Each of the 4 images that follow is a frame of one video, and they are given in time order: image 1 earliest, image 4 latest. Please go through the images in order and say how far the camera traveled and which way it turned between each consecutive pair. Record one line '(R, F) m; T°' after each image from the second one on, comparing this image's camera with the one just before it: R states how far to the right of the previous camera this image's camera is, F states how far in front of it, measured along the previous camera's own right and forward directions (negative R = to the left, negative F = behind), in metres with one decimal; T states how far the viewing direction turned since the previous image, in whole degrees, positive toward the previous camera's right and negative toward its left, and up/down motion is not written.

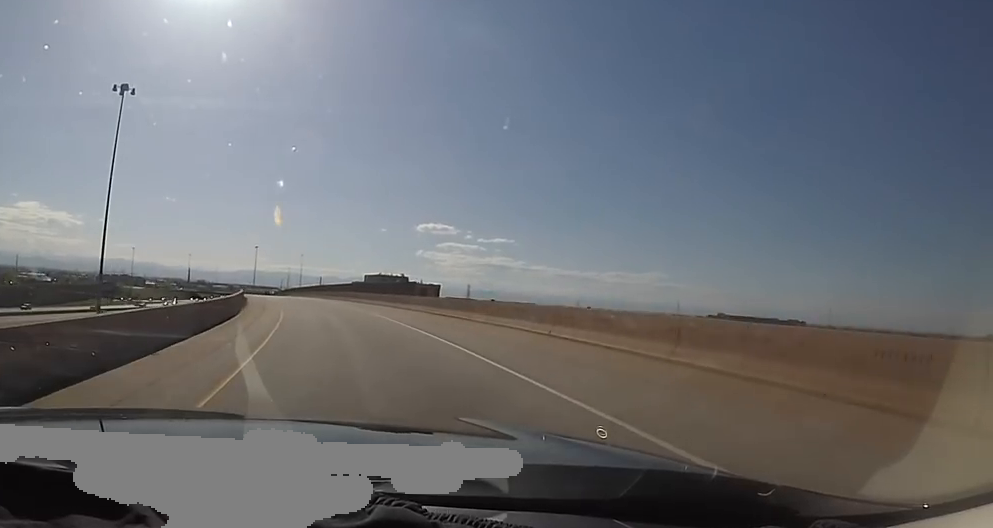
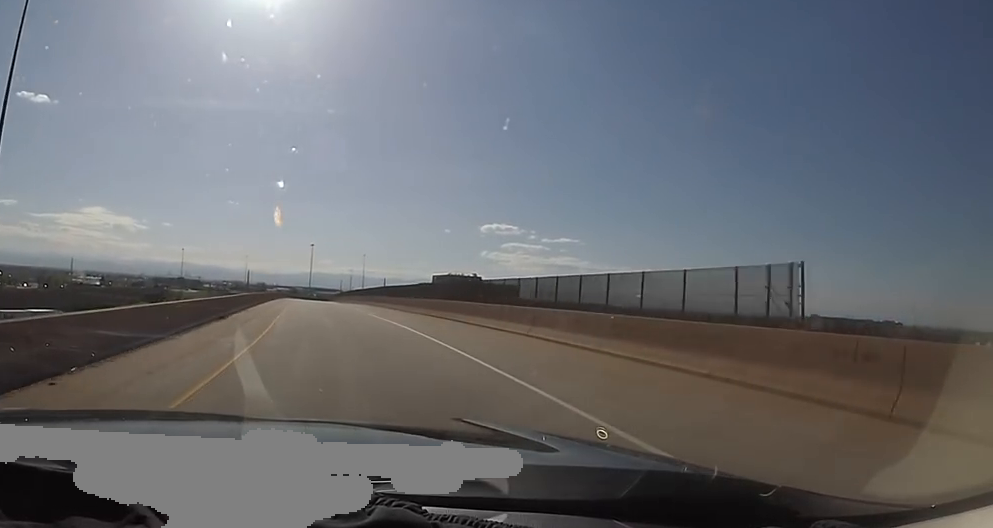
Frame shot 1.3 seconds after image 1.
(-1.5, +28.8) m; -9°
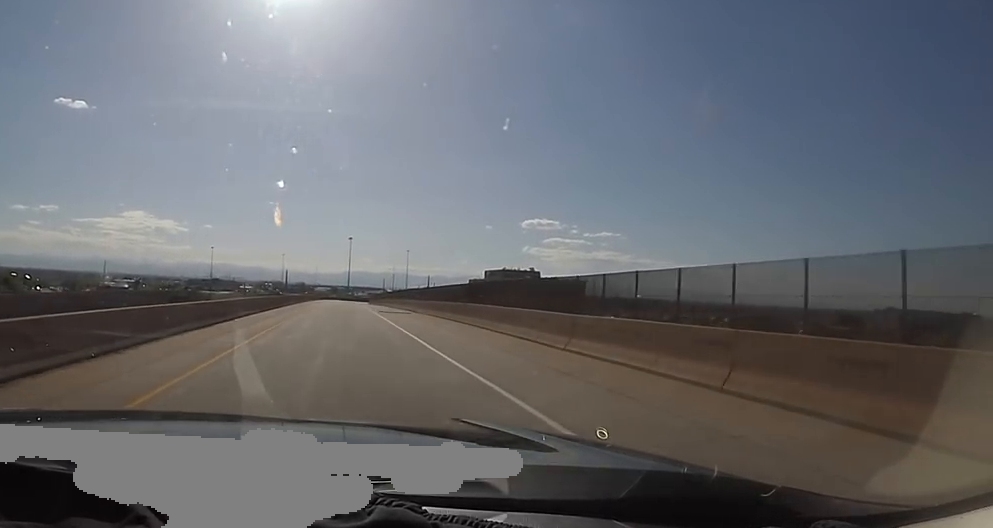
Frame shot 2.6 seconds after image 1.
(-1.6, +27.3) m; -1°
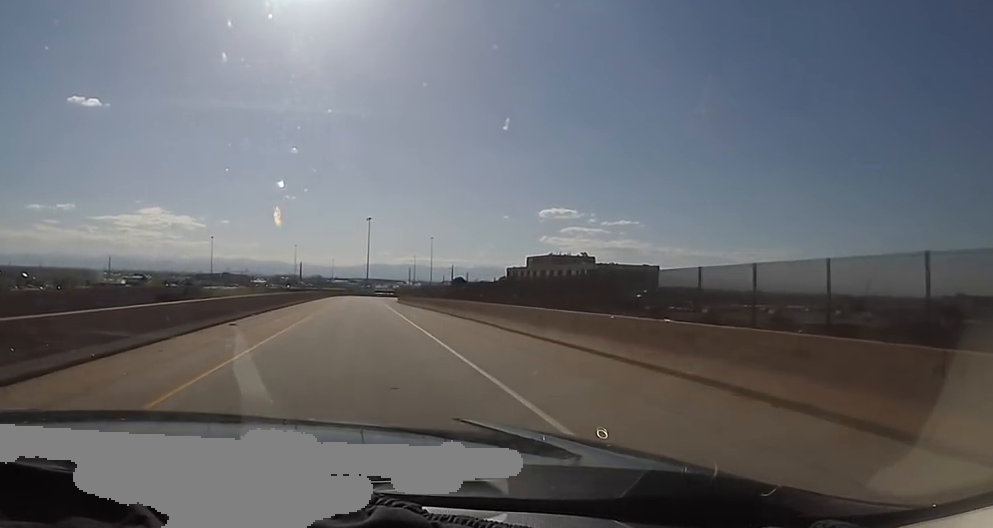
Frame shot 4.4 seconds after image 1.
(-0.1, +39.2) m; -4°
